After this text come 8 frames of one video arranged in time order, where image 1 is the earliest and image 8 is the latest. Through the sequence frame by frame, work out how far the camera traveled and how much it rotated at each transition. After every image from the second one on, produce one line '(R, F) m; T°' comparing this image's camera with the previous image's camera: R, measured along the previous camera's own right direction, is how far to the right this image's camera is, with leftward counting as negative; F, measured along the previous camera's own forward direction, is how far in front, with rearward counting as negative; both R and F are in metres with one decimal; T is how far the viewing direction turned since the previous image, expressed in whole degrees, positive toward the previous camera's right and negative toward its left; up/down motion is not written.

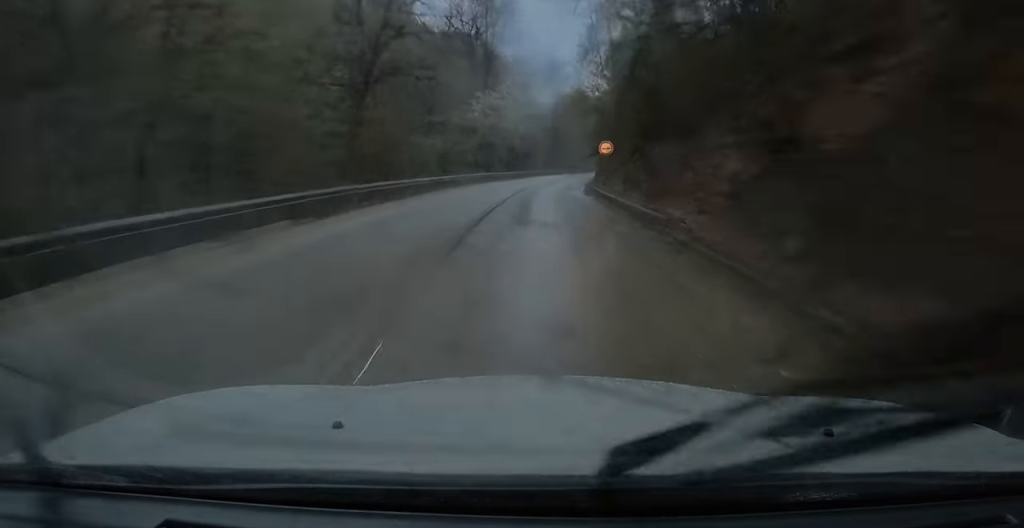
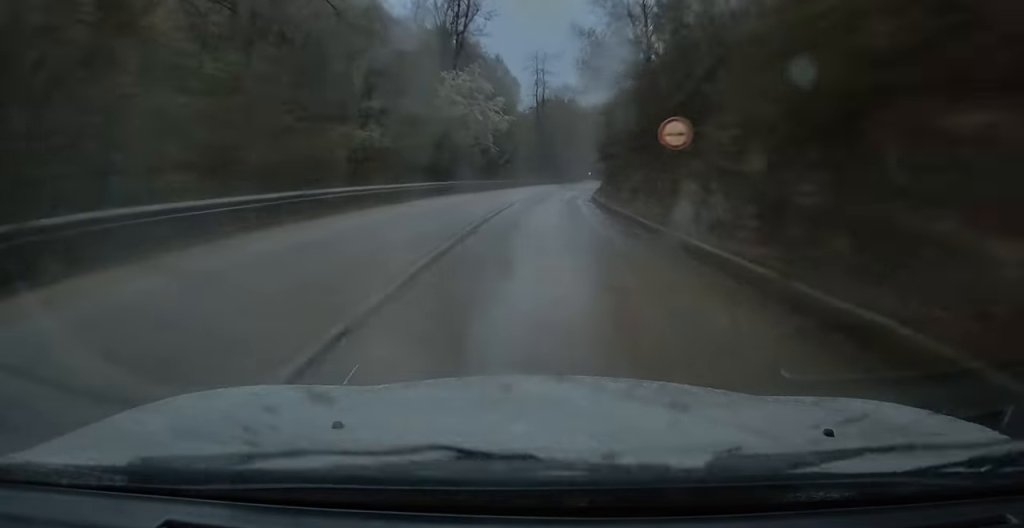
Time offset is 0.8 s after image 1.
(+0.3, +17.9) m; +2°
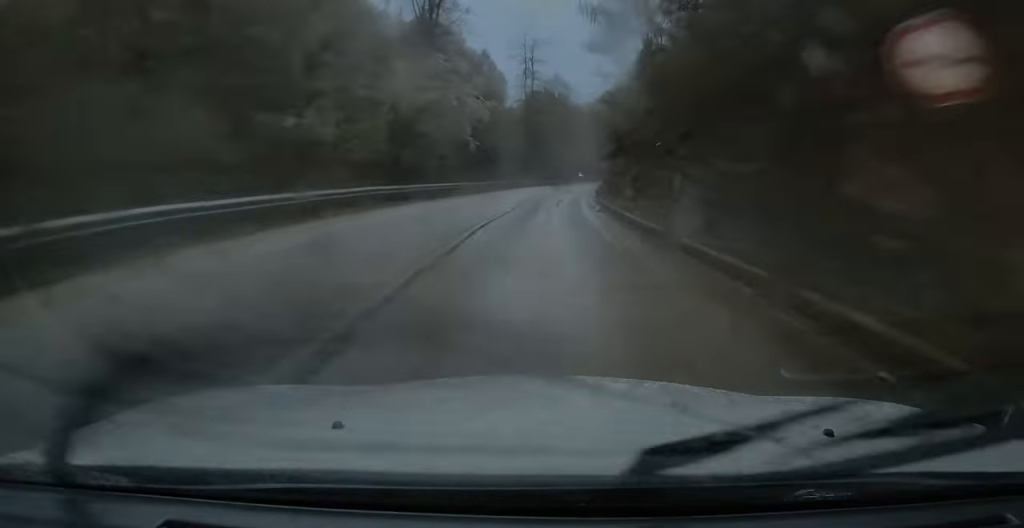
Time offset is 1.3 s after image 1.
(+0.2, +10.0) m; +1°
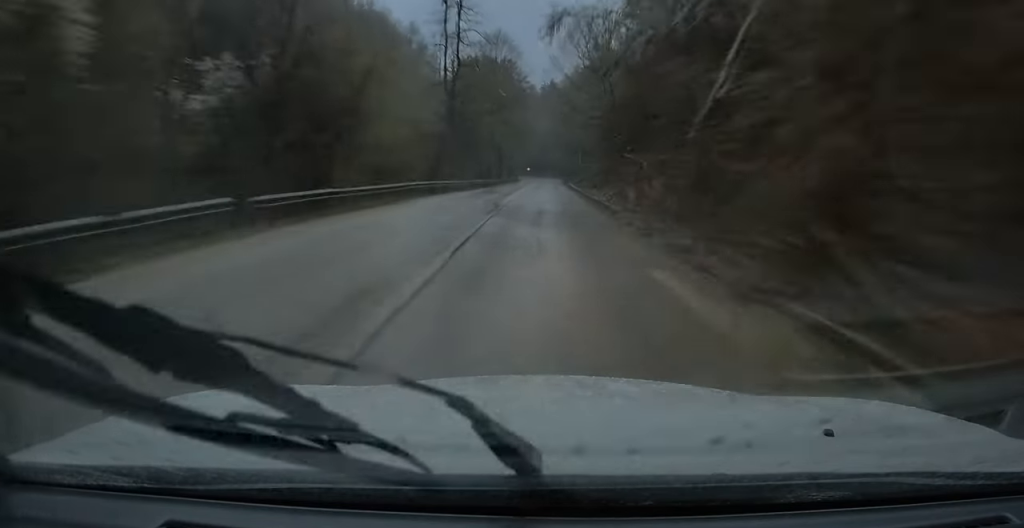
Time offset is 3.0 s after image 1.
(+1.2, +36.0) m; +4°
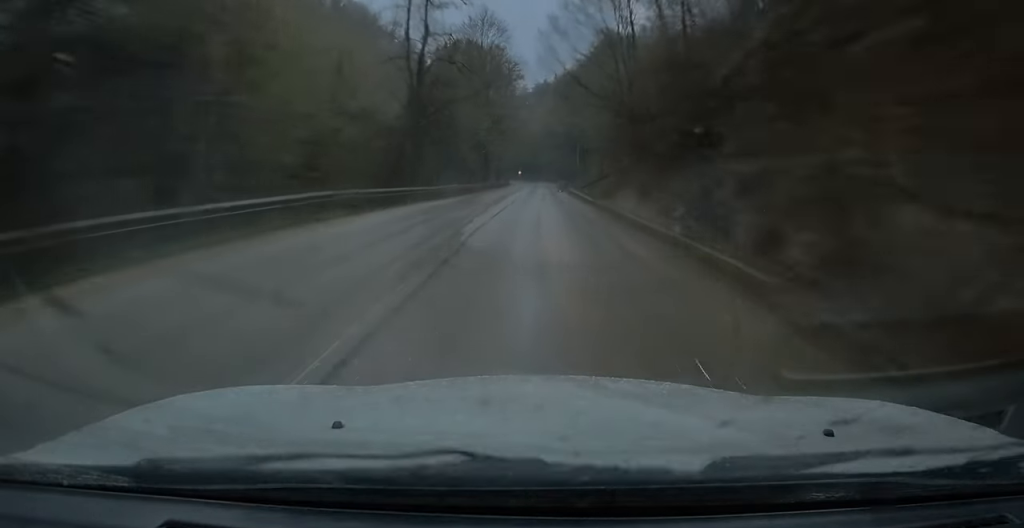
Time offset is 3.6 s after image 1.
(+0.2, +13.0) m; +1°
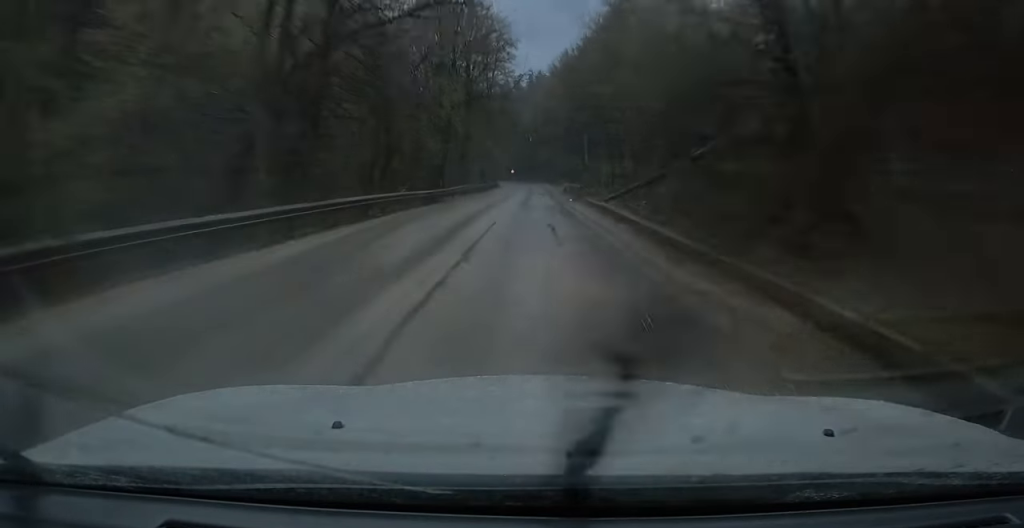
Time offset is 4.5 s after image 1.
(+0.2, +20.8) m; -1°
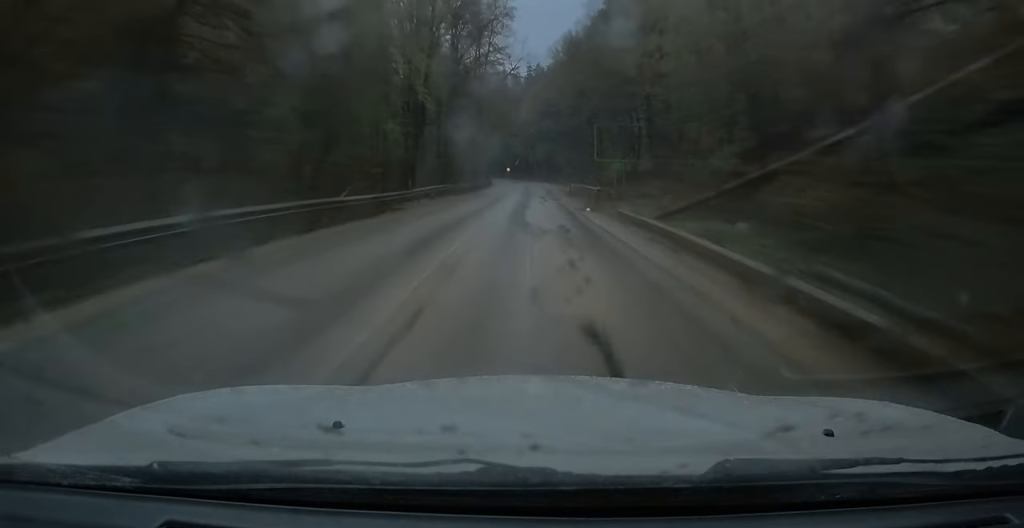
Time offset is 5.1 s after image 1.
(-0.3, +11.3) m; 0°
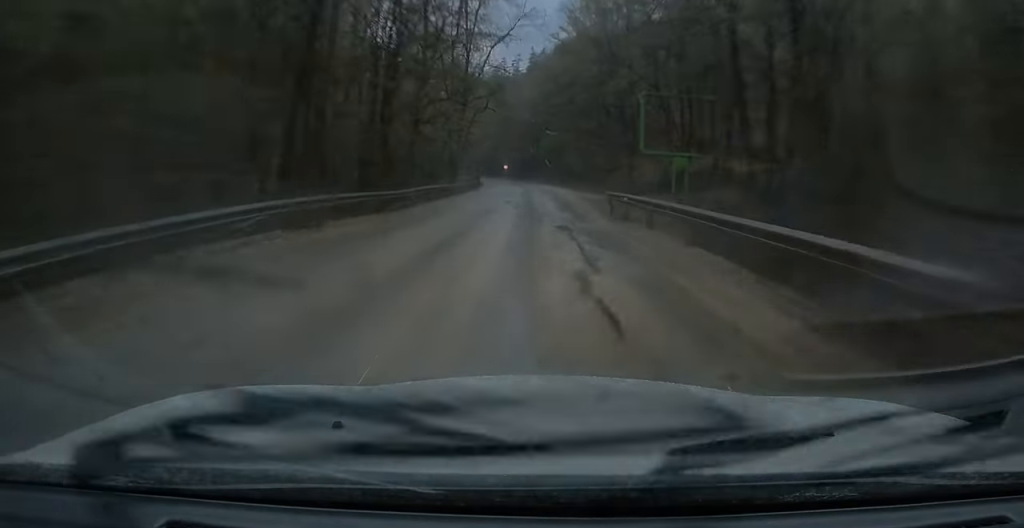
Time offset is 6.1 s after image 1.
(0.0, +22.0) m; 0°
